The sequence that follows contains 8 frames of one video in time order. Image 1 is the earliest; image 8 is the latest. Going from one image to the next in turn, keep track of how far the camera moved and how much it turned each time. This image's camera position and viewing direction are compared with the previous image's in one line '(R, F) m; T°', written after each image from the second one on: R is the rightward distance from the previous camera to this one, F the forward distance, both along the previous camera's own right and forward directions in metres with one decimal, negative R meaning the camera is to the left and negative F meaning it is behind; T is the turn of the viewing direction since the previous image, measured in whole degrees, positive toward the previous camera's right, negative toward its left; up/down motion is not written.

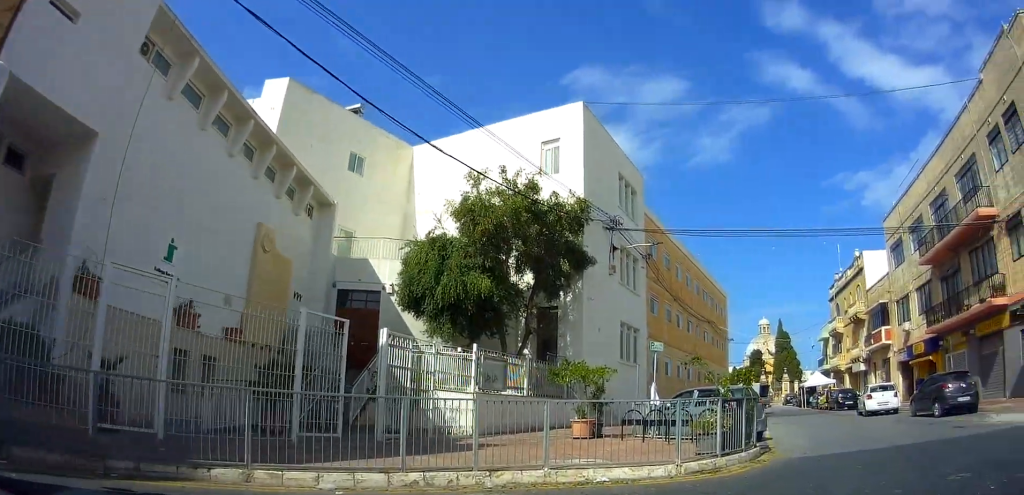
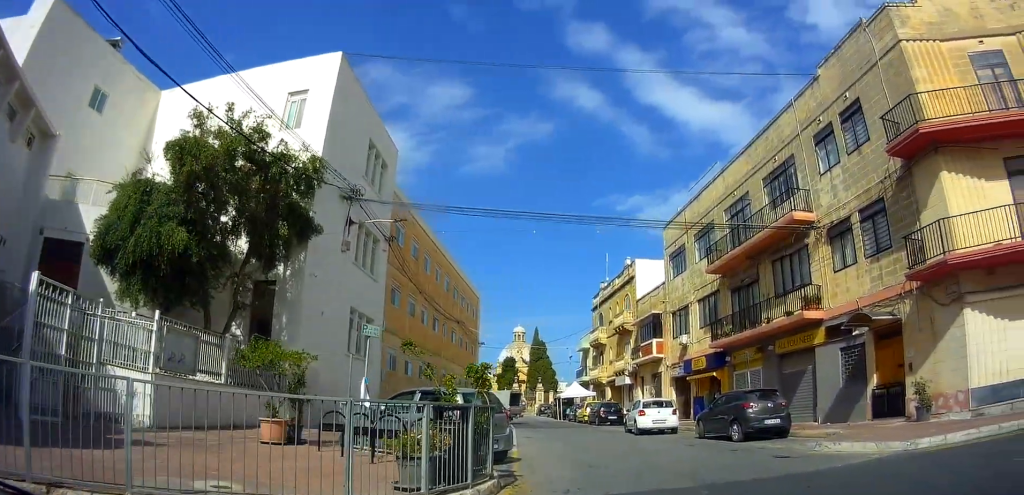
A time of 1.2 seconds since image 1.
(+0.3, +3.6) m; +15°
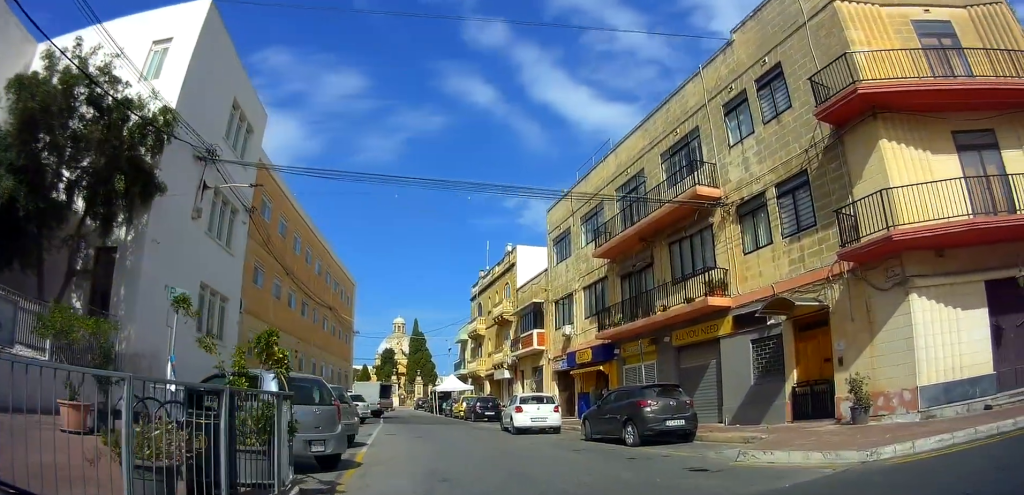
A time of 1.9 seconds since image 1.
(+0.4, +2.6) m; -1°
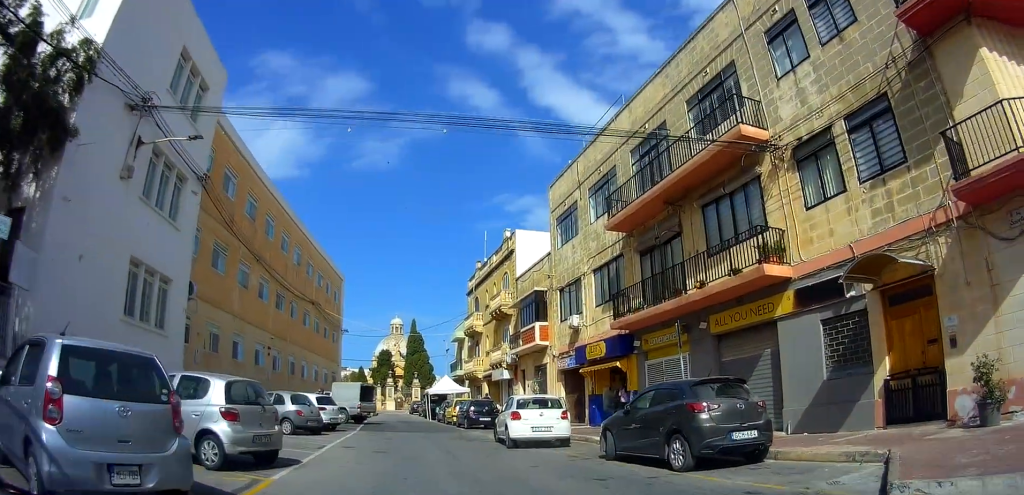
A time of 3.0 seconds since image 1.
(-0.4, +4.2) m; -3°
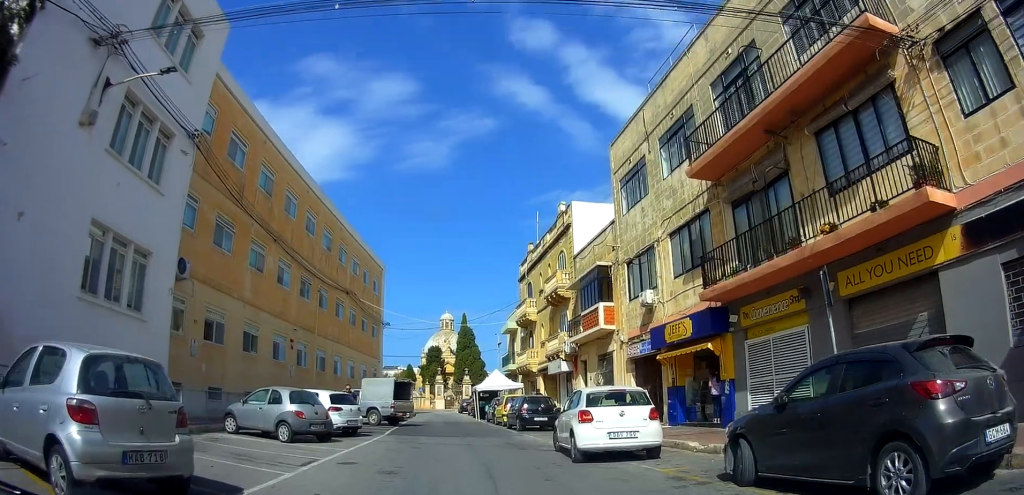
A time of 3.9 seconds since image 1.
(+0.3, +4.3) m; 0°
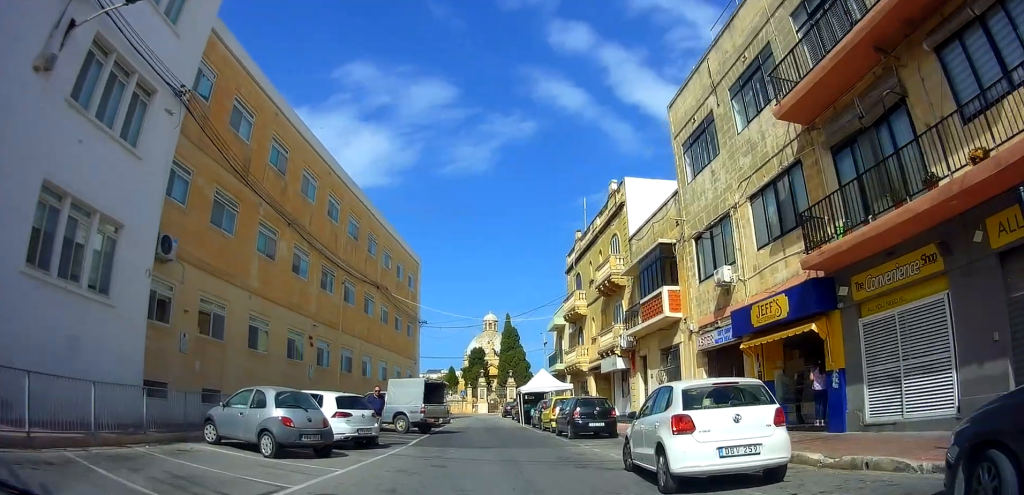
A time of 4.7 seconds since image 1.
(-0.1, +3.4) m; -4°
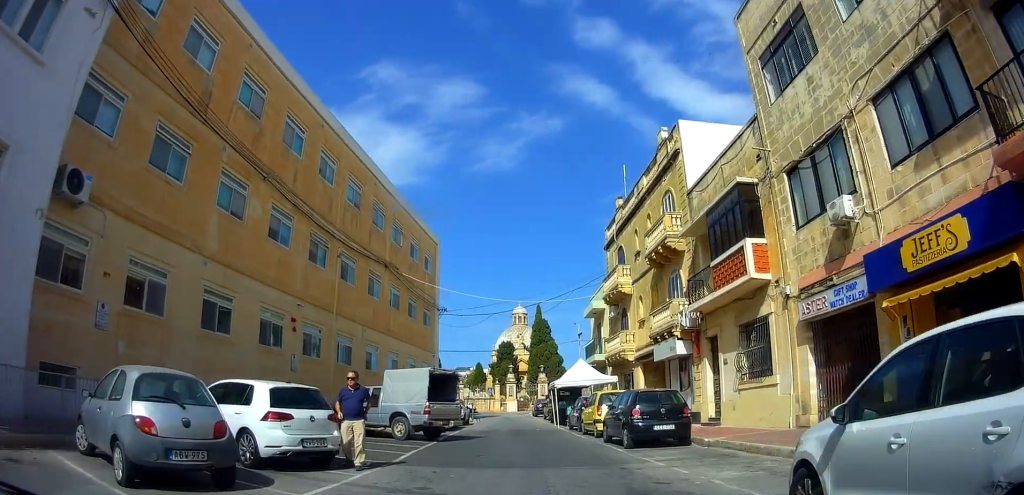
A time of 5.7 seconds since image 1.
(-0.3, +5.2) m; -4°
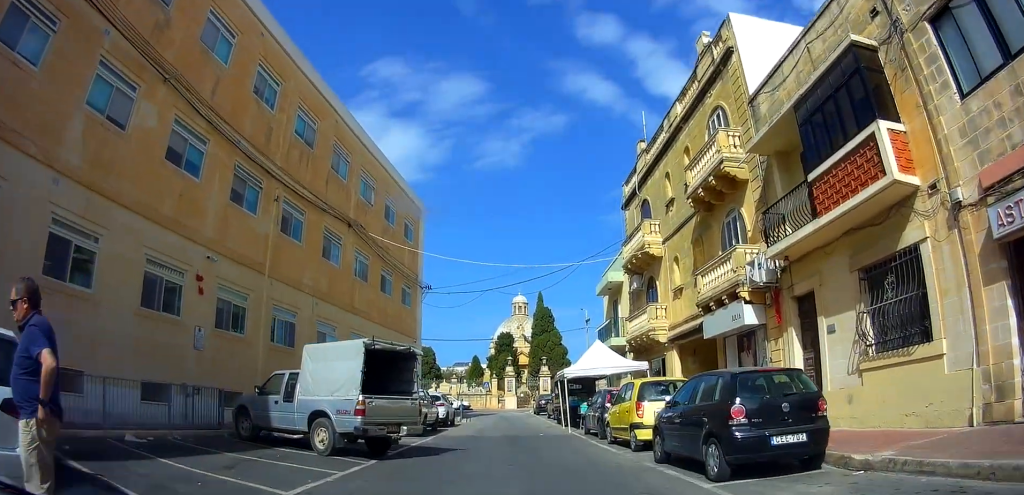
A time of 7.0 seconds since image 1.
(-0.1, +6.9) m; -1°
